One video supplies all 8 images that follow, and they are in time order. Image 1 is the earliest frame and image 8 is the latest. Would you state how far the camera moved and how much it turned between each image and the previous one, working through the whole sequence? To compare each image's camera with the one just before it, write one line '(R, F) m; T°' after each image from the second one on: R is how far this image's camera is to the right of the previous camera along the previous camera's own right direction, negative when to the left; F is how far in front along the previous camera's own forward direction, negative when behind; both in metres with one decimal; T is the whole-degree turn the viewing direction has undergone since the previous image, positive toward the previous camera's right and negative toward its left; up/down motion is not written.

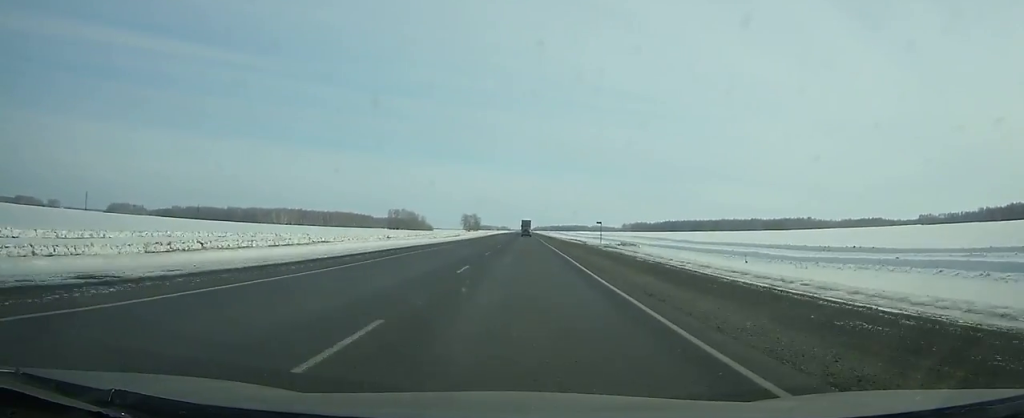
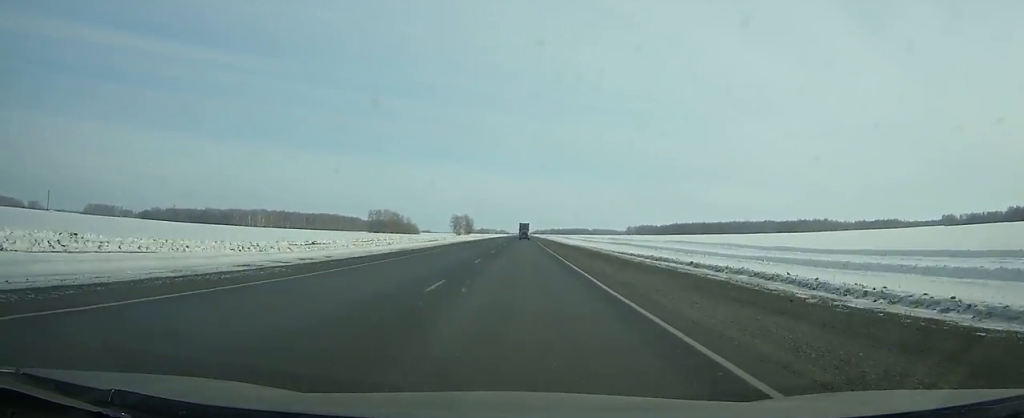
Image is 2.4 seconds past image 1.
(0.0, +65.0) m; 0°
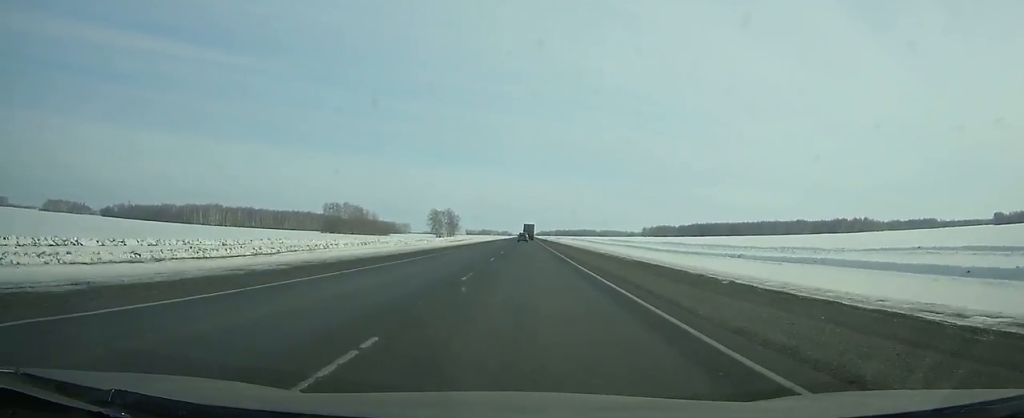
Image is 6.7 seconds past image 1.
(-0.4, +116.5) m; 0°
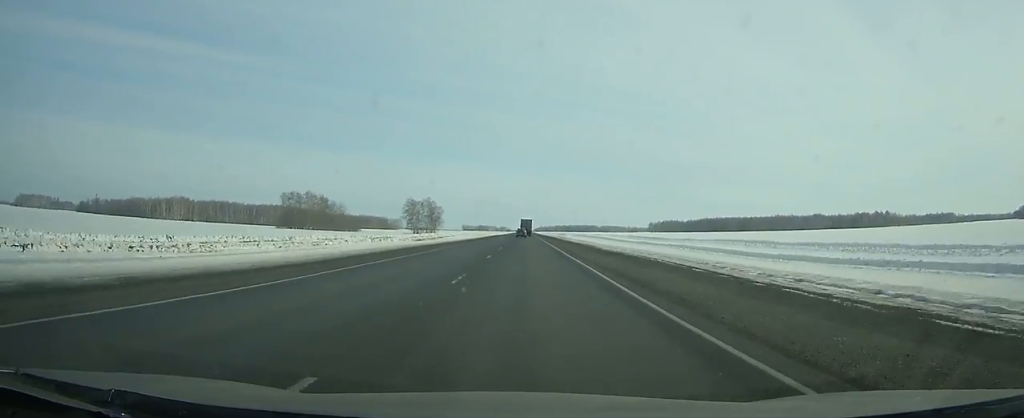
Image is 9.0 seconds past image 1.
(+0.1, +62.2) m; 0°
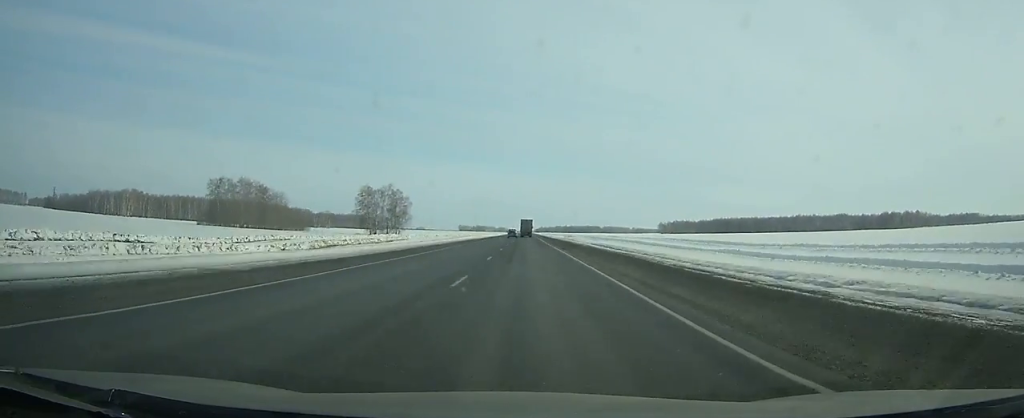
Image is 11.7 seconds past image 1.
(+0.1, +73.0) m; 0°
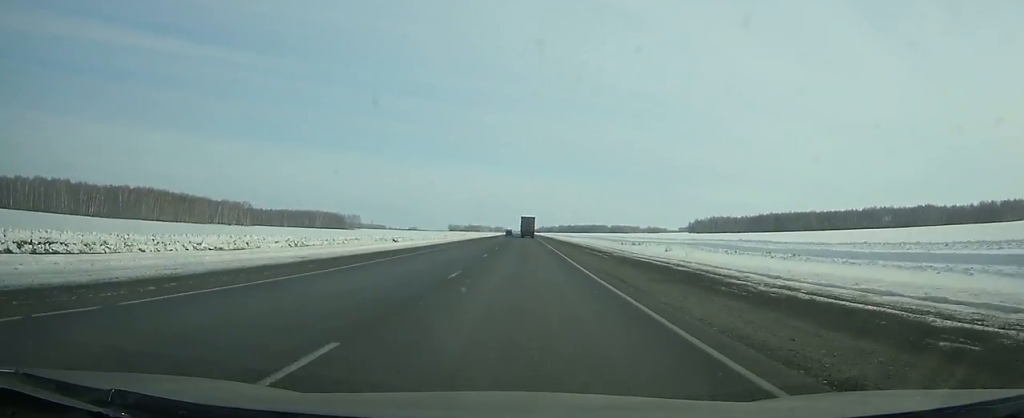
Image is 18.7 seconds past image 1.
(+0.3, +189.0) m; 0°
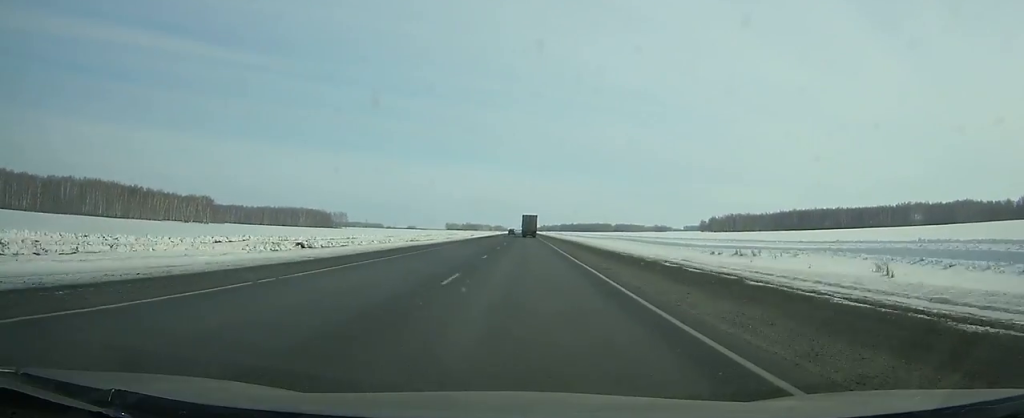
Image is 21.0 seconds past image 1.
(0.0, +62.2) m; 0°
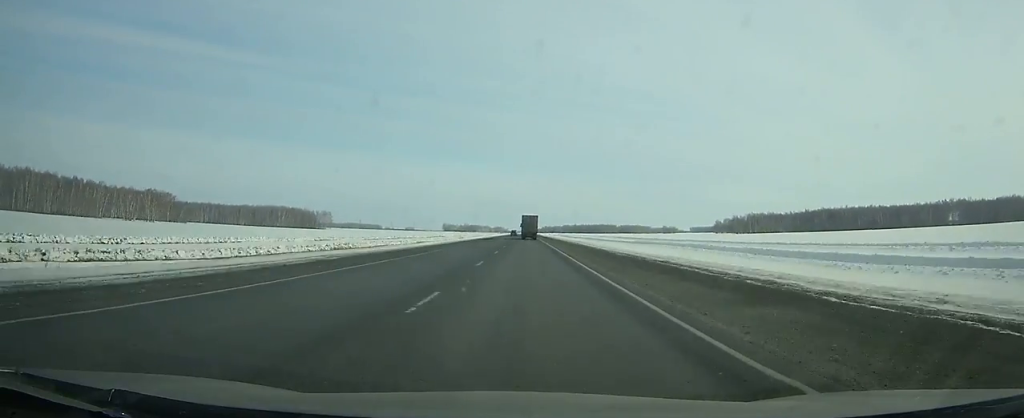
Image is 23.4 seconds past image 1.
(0.0, +65.2) m; 0°
